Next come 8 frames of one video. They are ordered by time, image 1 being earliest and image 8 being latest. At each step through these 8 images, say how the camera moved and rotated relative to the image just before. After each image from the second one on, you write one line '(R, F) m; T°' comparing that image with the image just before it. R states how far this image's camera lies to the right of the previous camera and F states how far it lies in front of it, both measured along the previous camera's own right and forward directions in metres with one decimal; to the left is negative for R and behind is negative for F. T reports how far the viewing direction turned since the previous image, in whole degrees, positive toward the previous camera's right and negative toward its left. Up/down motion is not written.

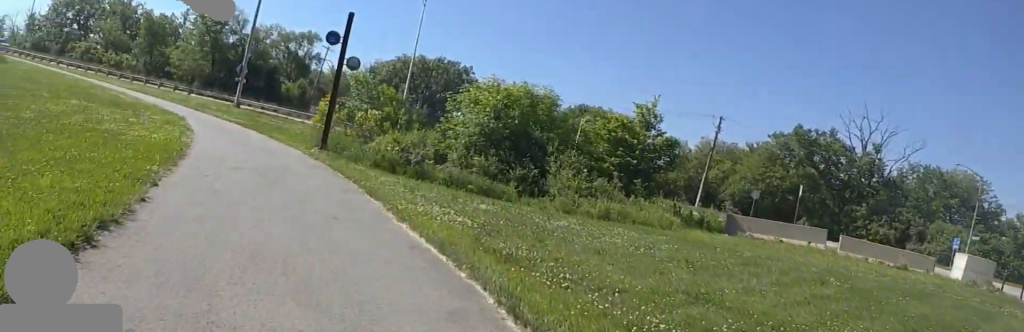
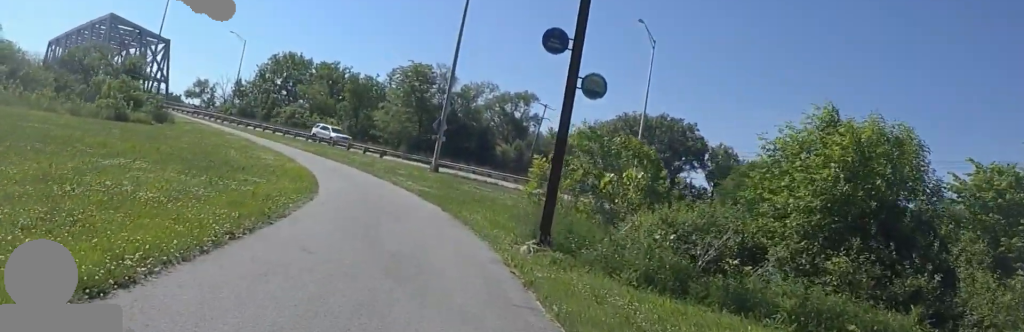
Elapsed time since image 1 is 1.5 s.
(-0.5, +8.5) m; -17°
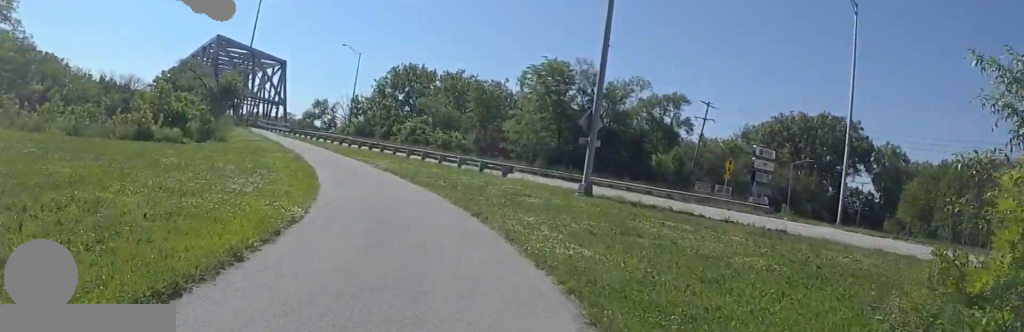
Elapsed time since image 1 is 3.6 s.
(-0.7, +12.3) m; -8°
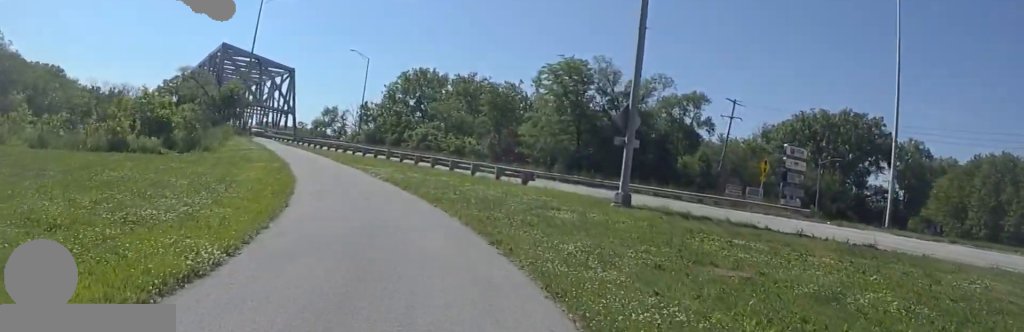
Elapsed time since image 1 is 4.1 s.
(-0.2, +3.5) m; 0°
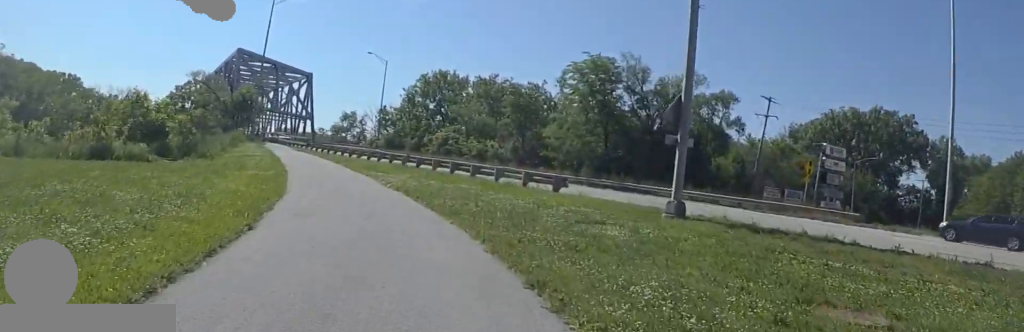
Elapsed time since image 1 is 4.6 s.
(-0.2, +2.9) m; 0°
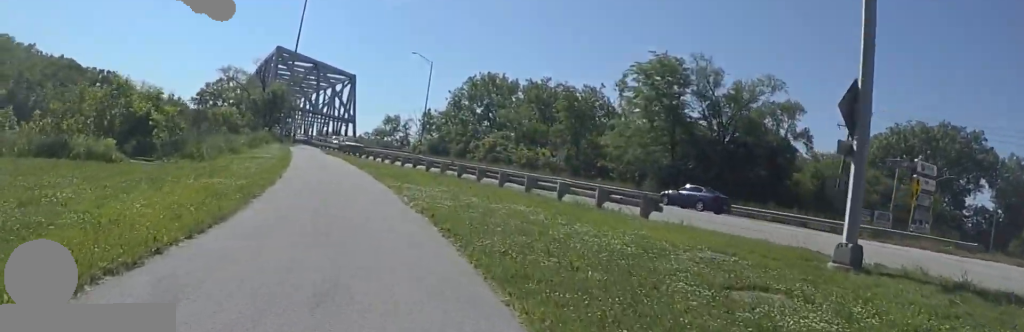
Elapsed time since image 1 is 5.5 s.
(+0.4, +5.4) m; +4°
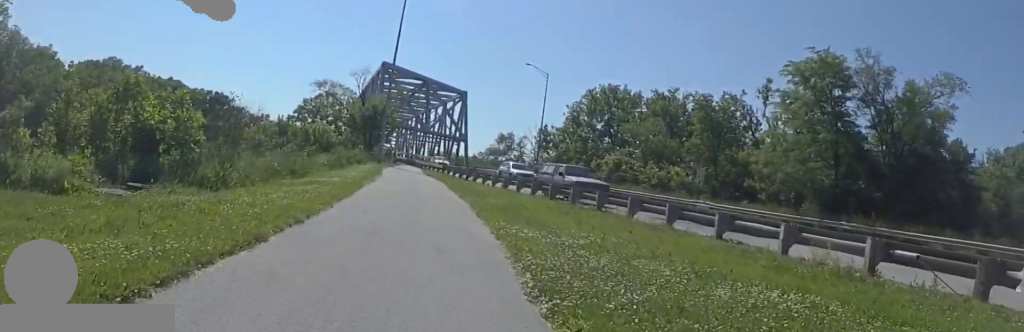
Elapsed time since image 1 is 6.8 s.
(-0.5, +7.0) m; -19°
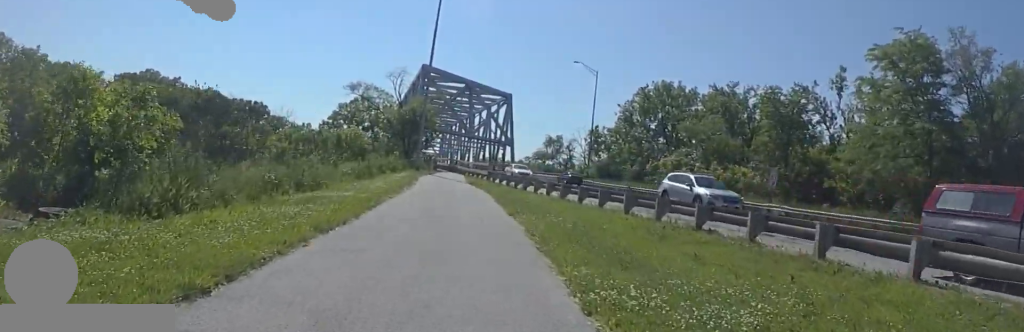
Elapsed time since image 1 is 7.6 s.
(-1.0, +4.3) m; -14°
